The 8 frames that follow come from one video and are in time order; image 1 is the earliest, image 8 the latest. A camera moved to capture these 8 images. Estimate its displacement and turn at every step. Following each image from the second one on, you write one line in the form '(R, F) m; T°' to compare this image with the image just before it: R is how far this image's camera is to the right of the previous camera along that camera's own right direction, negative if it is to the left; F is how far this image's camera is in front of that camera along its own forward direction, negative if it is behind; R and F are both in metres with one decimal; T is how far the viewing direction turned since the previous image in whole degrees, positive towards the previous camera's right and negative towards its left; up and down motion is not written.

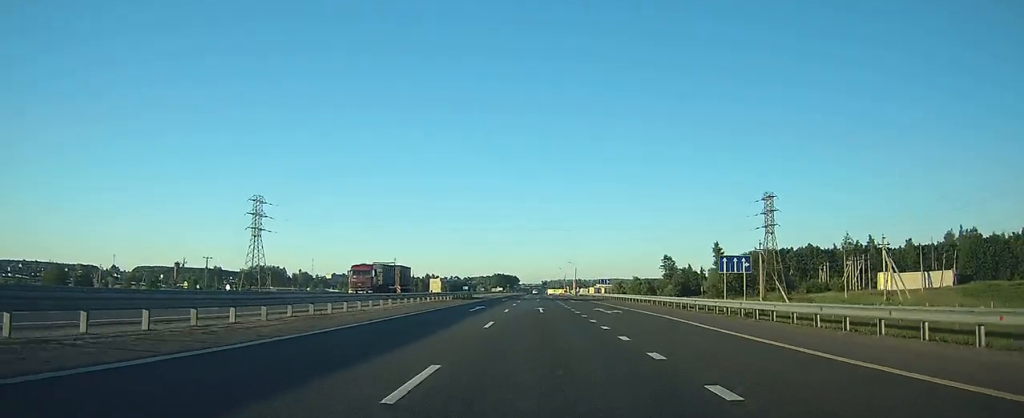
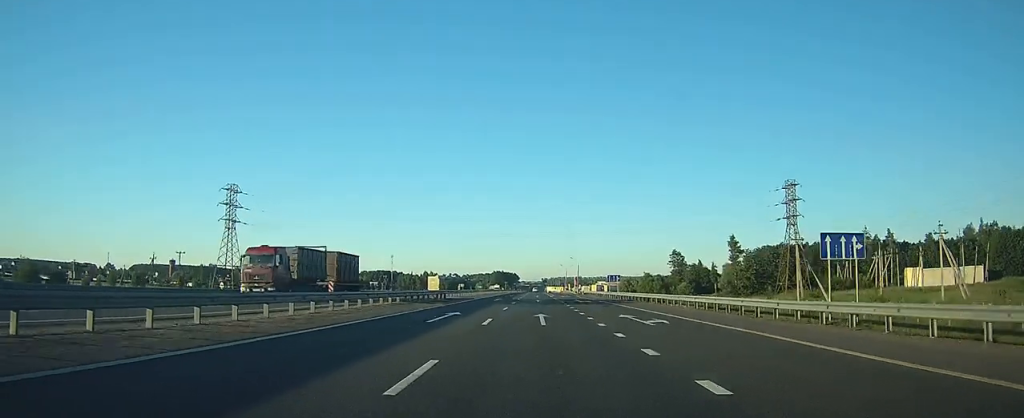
(0.0, +11.7) m; 0°
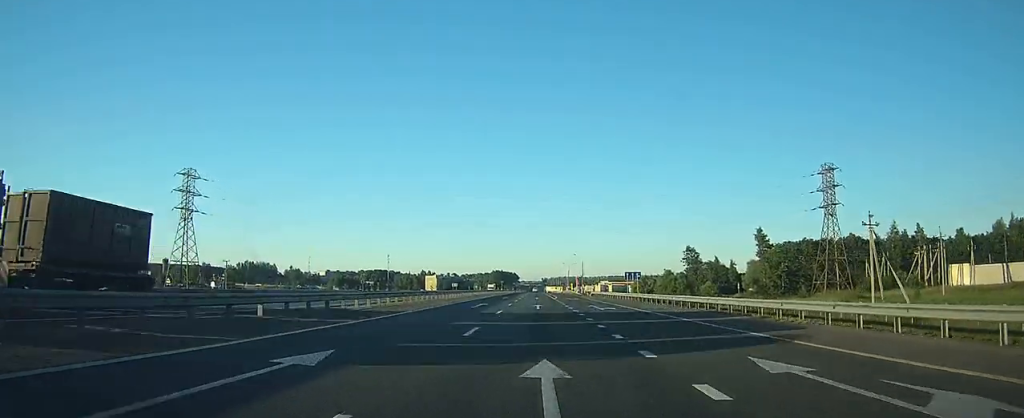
(0.0, +16.2) m; 0°
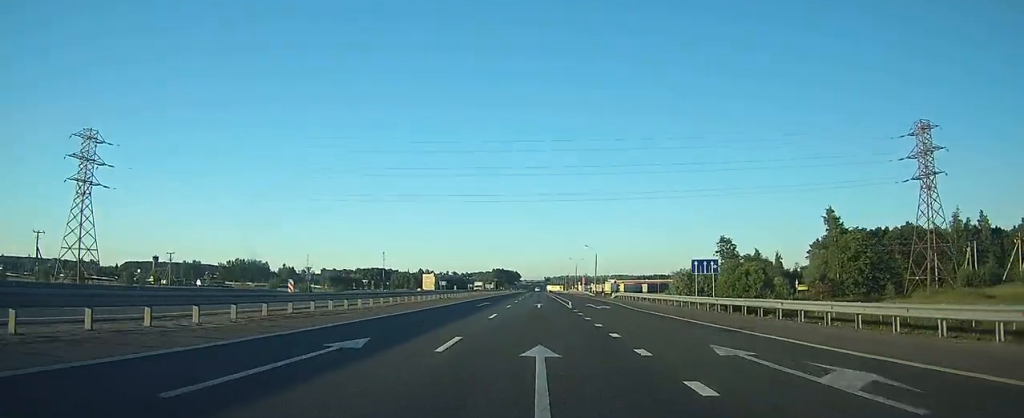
(0.0, +27.9) m; 0°
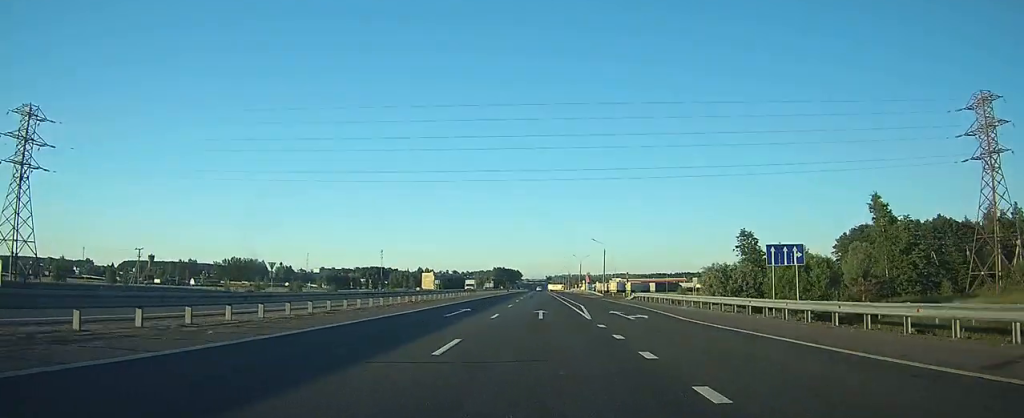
(0.0, +12.5) m; 0°
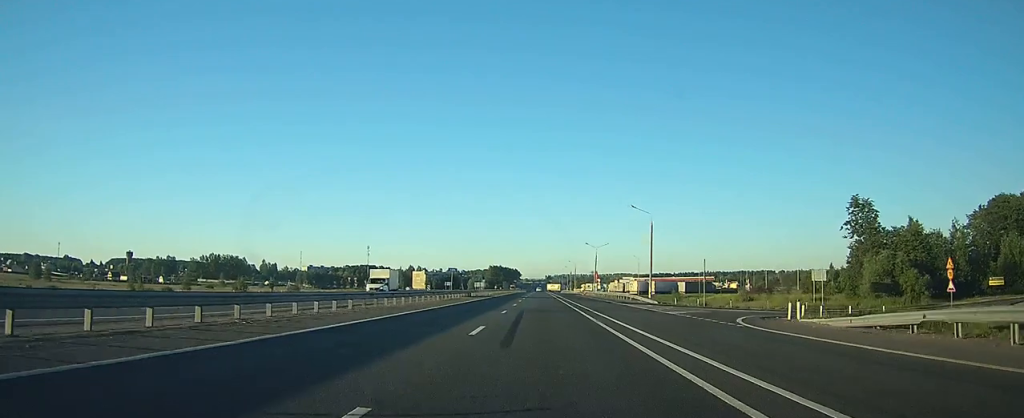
(-0.1, +44.3) m; 0°
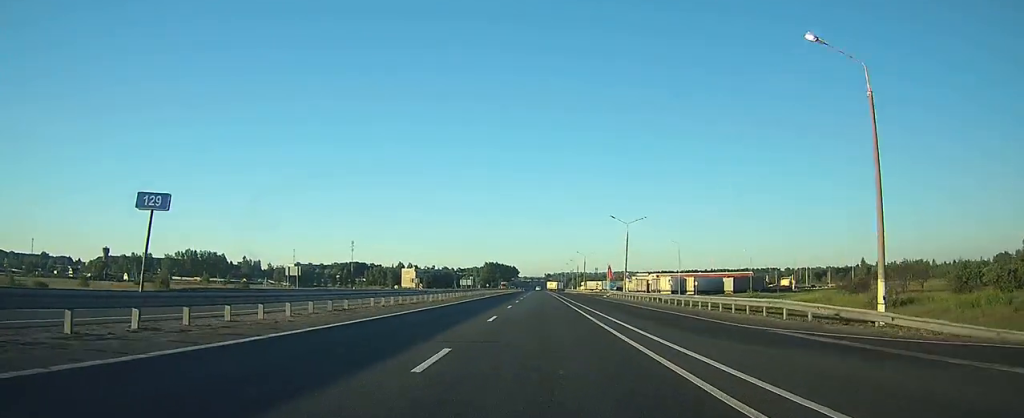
(+0.1, +42.7) m; 0°
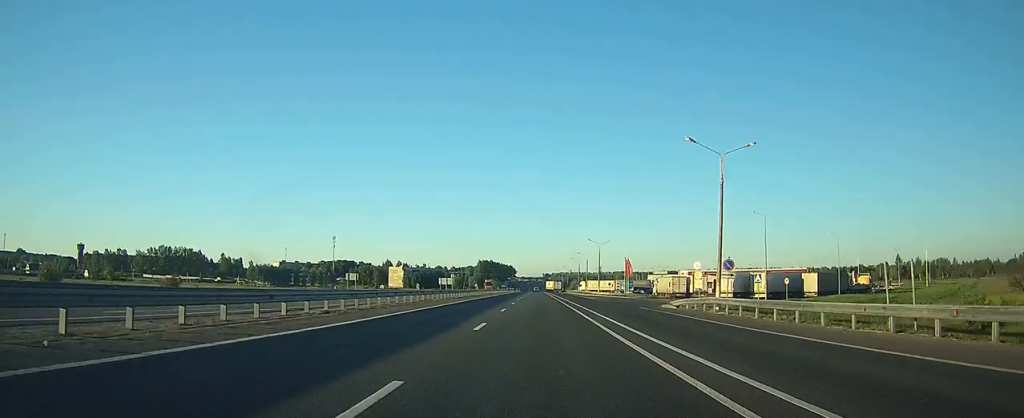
(+0.2, +39.7) m; 0°
